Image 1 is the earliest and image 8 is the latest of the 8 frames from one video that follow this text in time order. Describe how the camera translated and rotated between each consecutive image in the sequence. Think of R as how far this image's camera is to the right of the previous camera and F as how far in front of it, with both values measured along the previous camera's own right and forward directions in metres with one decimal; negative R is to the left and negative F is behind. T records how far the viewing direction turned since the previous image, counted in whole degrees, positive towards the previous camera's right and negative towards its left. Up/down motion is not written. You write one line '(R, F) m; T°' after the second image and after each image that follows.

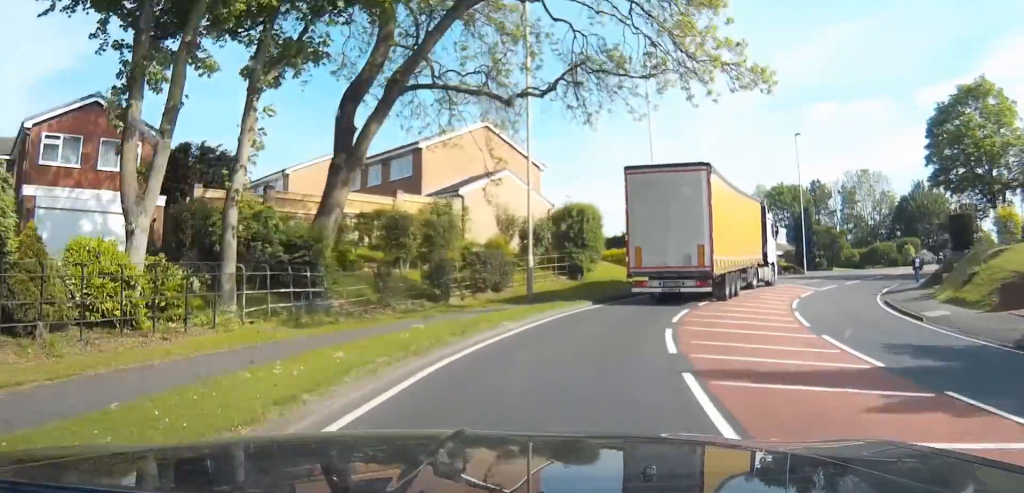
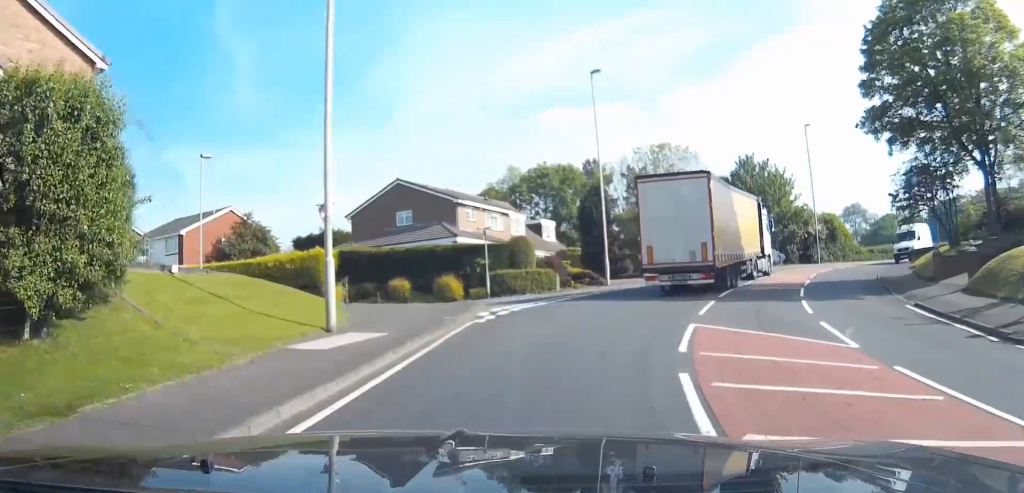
(+3.0, +25.6) m; +14°
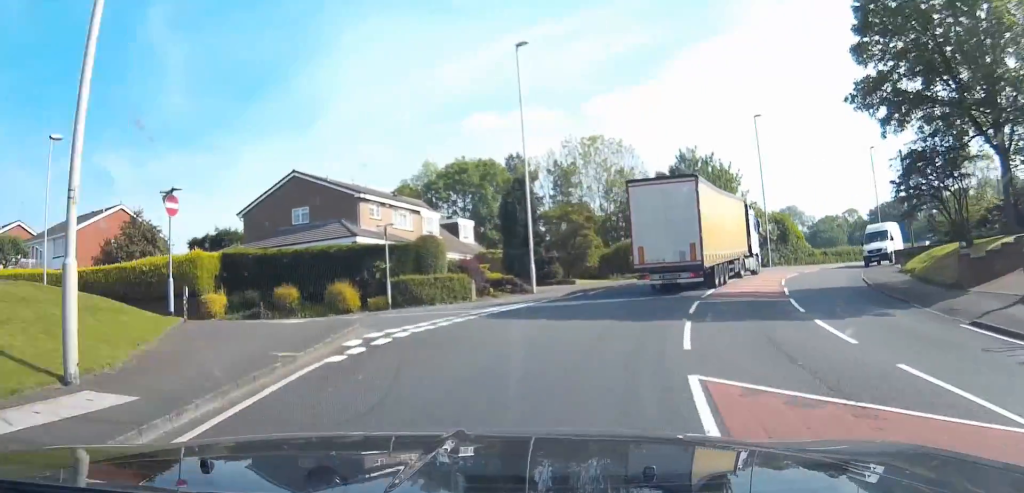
(-0.2, +6.6) m; +5°
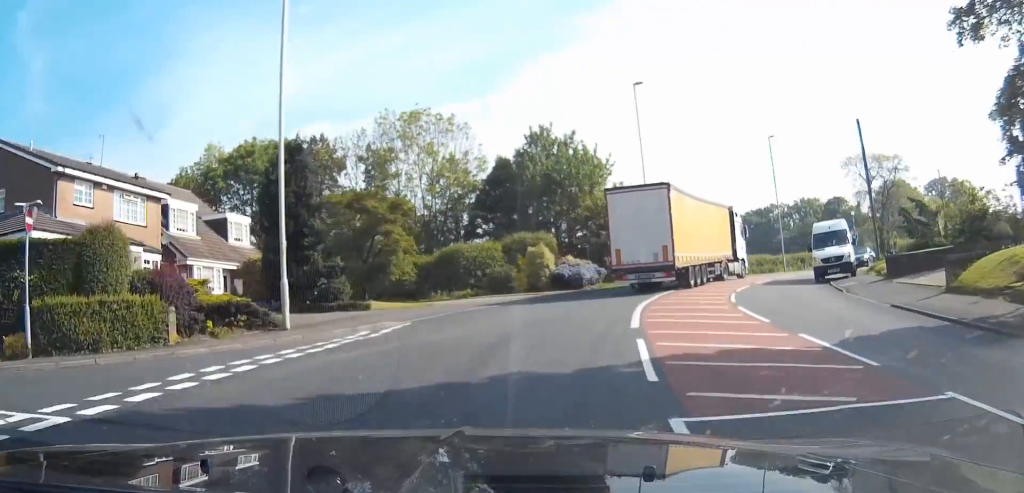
(+2.4, +15.8) m; +13°
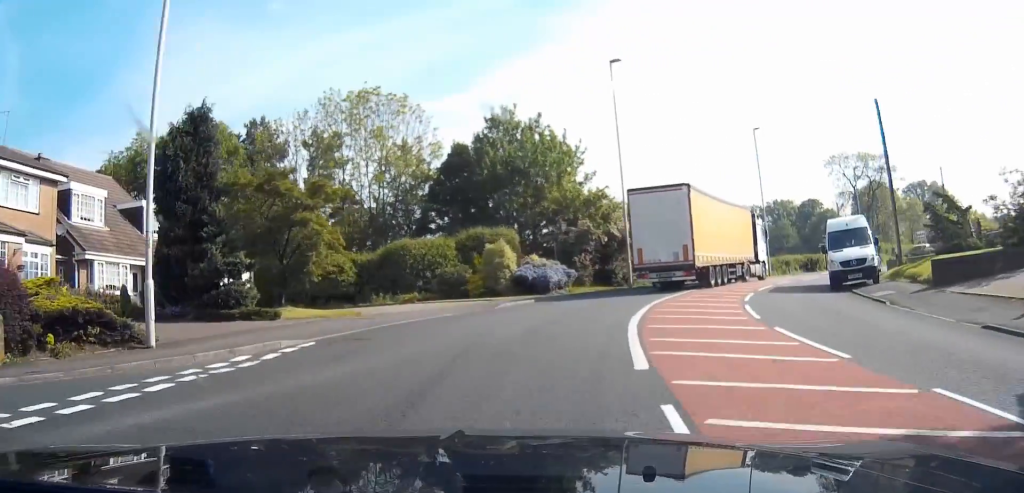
(+0.1, +5.5) m; +3°
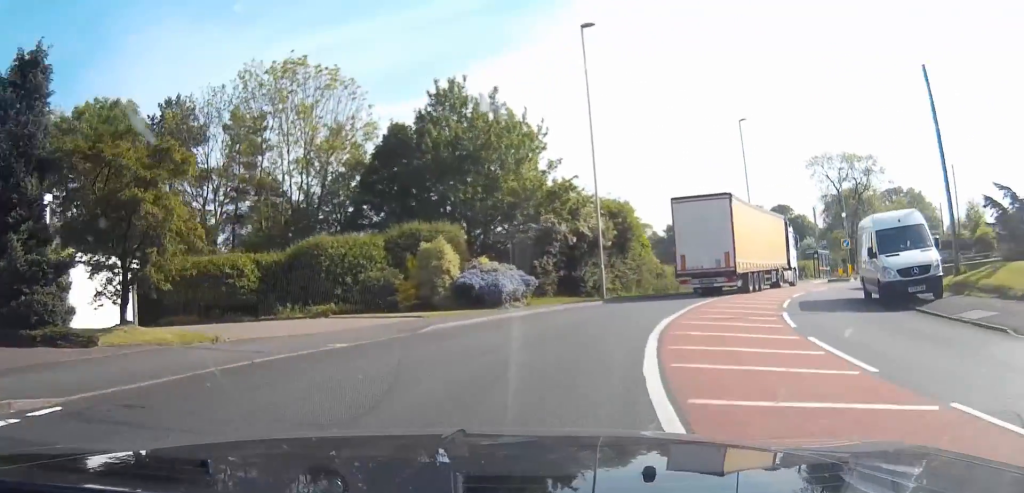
(+0.3, +7.6) m; +5°
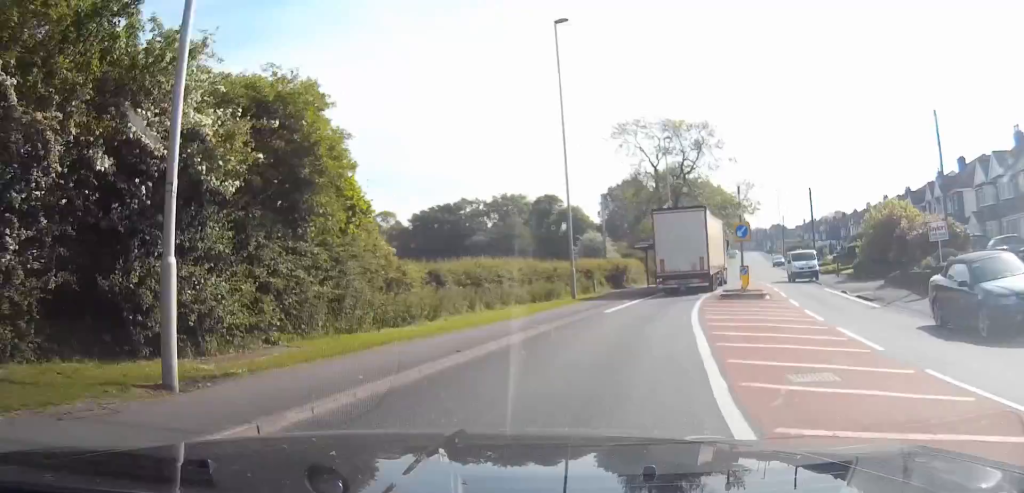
(+3.6, +23.8) m; +20°
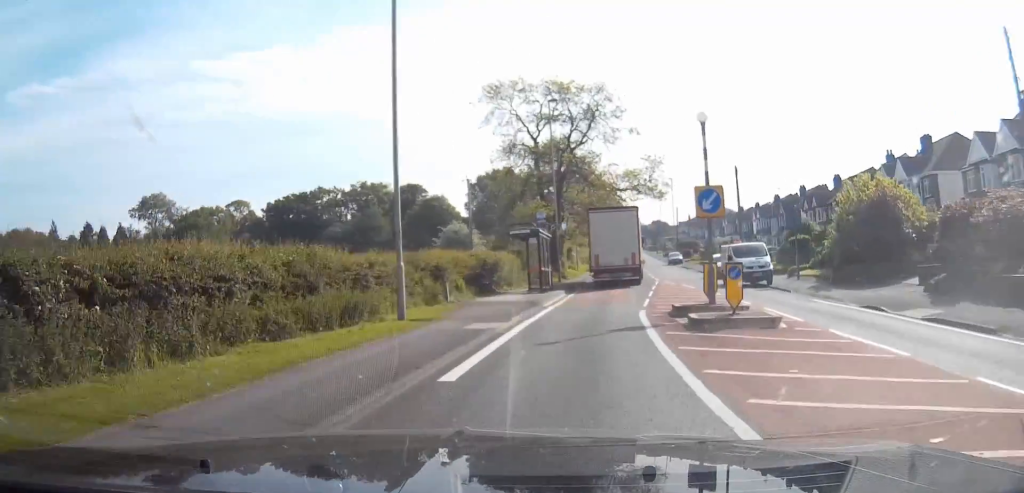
(+1.9, +14.1) m; +12°
